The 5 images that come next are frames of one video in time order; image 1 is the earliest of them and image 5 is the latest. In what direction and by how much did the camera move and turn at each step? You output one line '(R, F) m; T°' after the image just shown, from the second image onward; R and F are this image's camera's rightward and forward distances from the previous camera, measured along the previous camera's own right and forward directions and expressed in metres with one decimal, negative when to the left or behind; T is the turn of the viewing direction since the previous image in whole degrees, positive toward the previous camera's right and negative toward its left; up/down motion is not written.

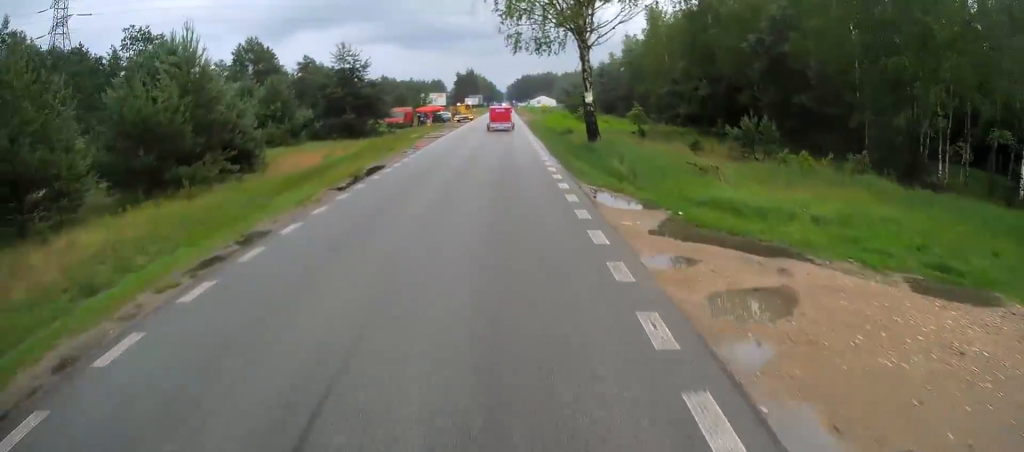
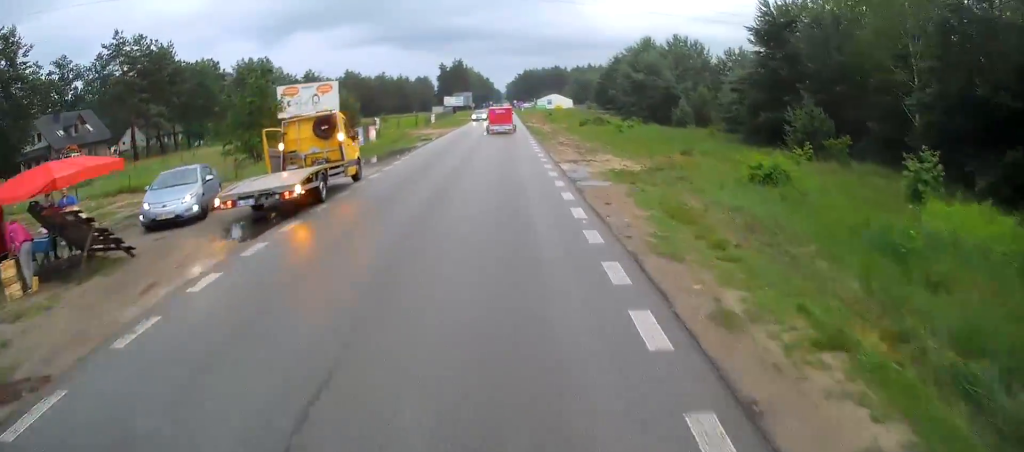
(+0.3, +62.2) m; +1°
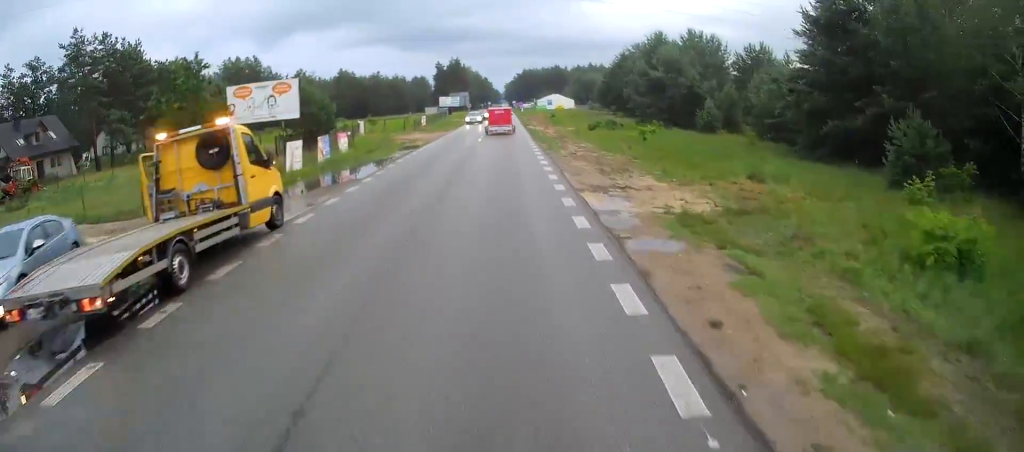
(+0.1, +7.1) m; 0°
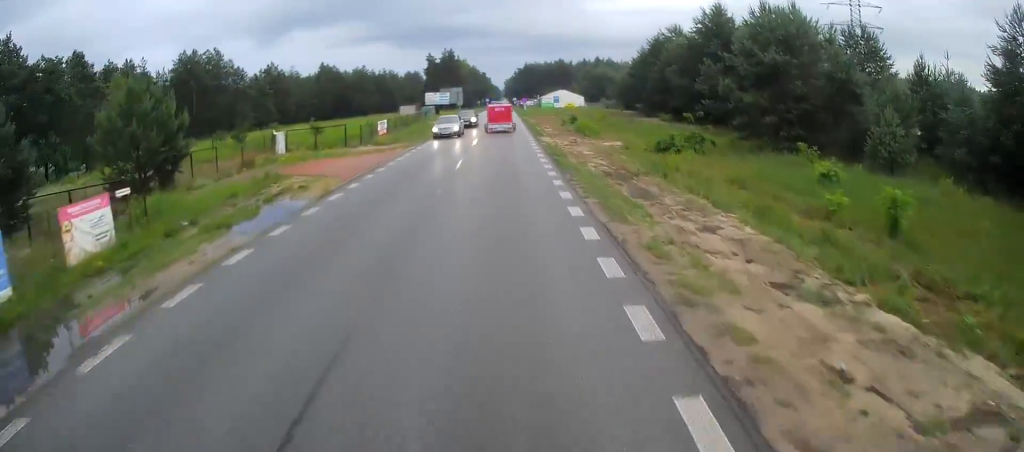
(+0.1, +21.7) m; 0°
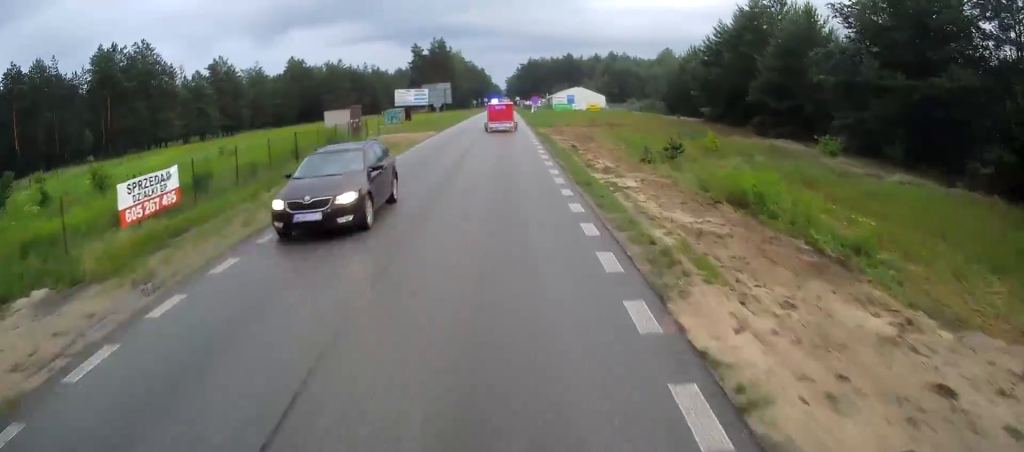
(0.0, +29.3) m; 0°
